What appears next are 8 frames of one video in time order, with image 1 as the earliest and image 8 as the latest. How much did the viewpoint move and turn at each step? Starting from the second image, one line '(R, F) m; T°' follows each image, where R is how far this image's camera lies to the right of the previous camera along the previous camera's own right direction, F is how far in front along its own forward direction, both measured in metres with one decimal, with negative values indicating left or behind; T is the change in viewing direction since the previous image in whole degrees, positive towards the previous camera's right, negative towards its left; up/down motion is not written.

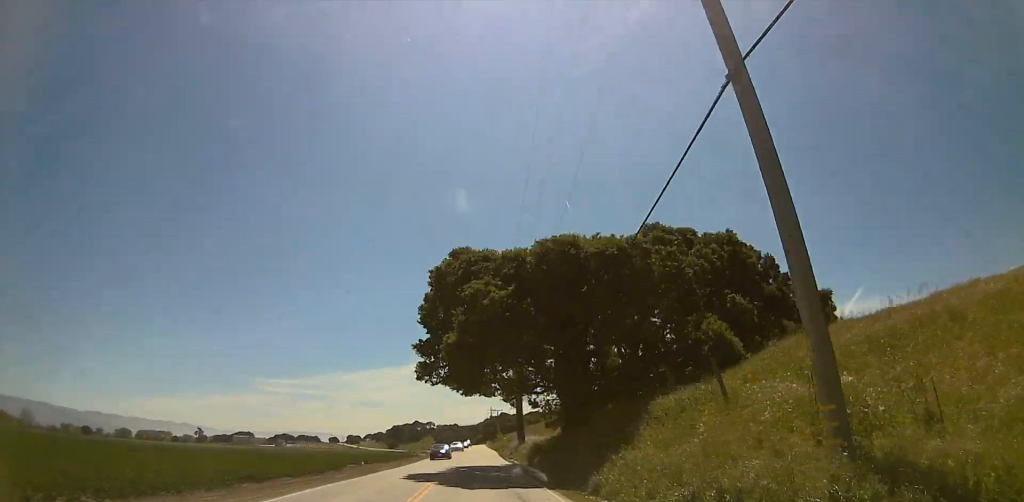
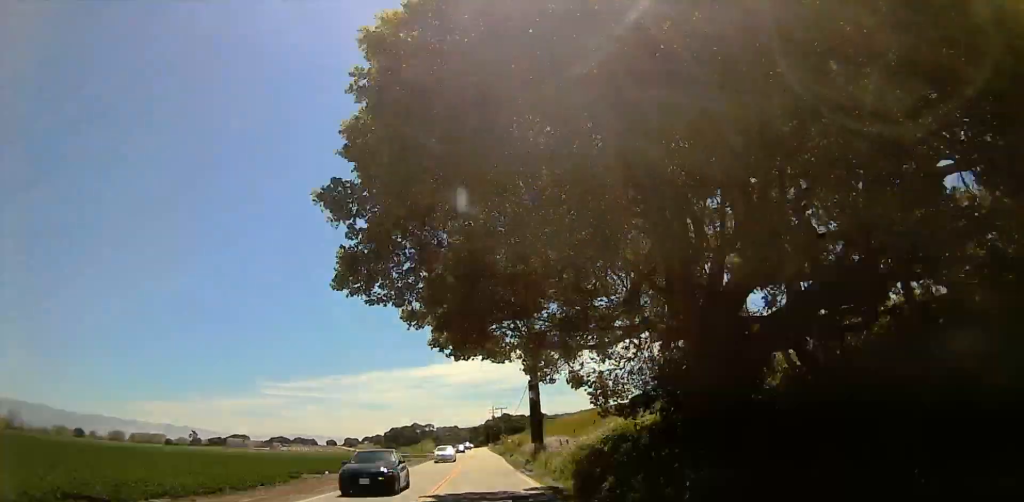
(+1.0, +19.4) m; 0°
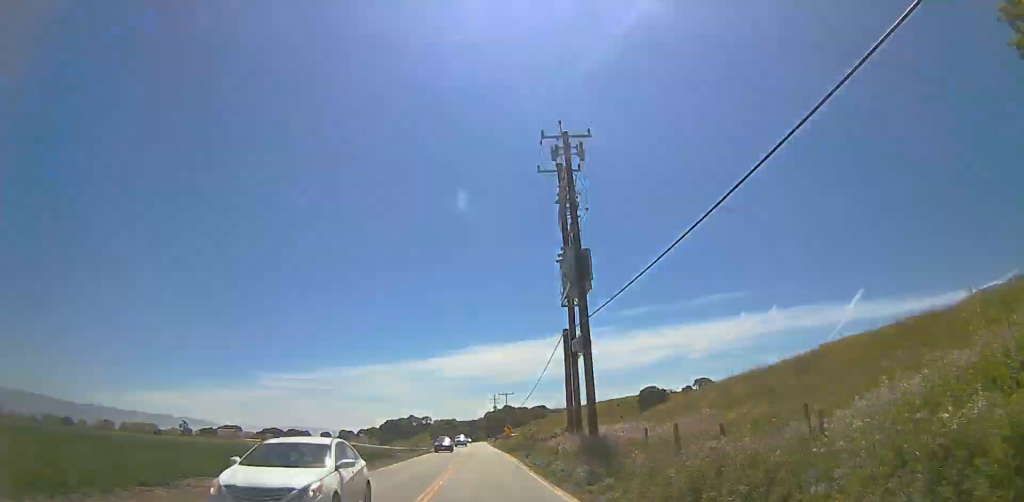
(-1.2, +24.3) m; 0°
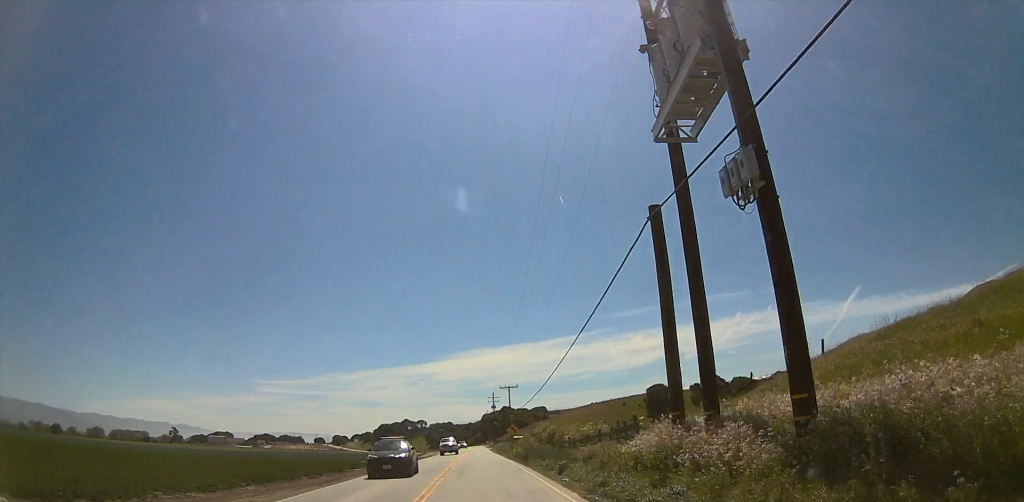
(+0.9, +19.5) m; 0°
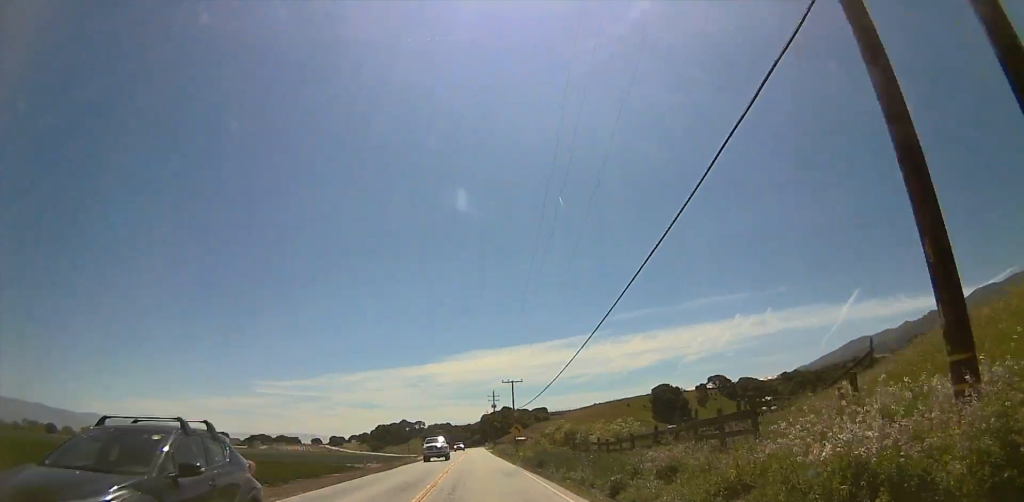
(0.0, +10.5) m; 0°
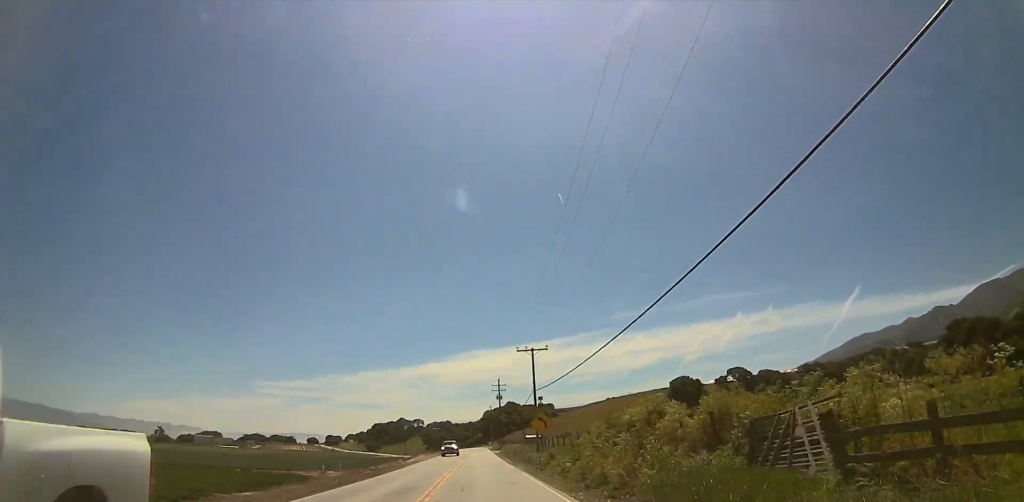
(-0.6, +26.7) m; 0°
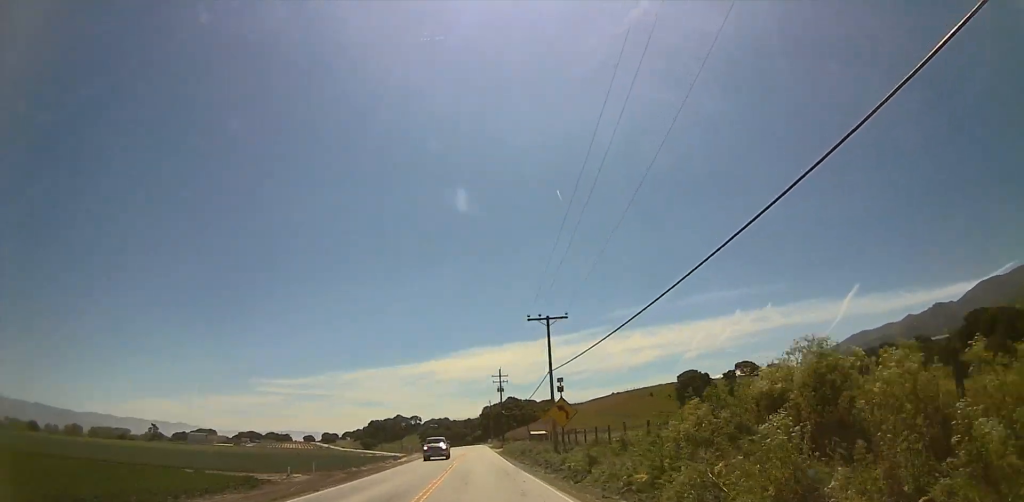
(+0.6, +12.1) m; 0°
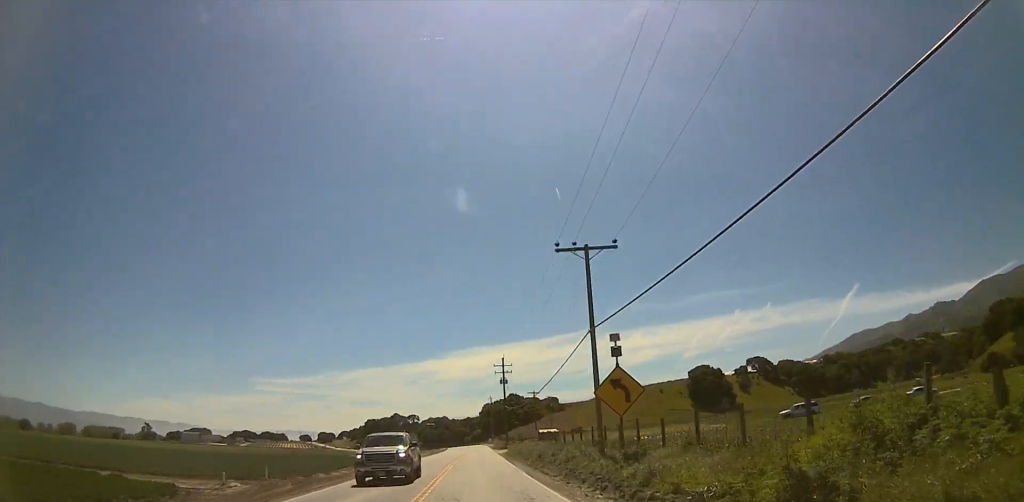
(-0.3, +14.5) m; 0°
